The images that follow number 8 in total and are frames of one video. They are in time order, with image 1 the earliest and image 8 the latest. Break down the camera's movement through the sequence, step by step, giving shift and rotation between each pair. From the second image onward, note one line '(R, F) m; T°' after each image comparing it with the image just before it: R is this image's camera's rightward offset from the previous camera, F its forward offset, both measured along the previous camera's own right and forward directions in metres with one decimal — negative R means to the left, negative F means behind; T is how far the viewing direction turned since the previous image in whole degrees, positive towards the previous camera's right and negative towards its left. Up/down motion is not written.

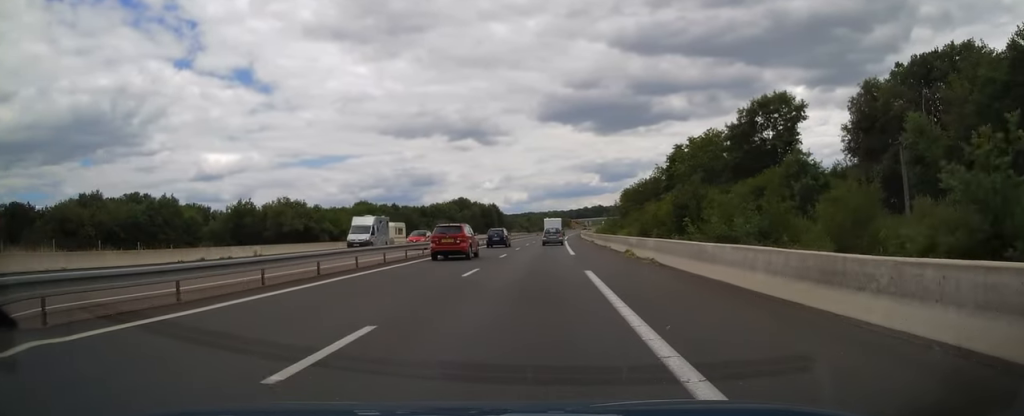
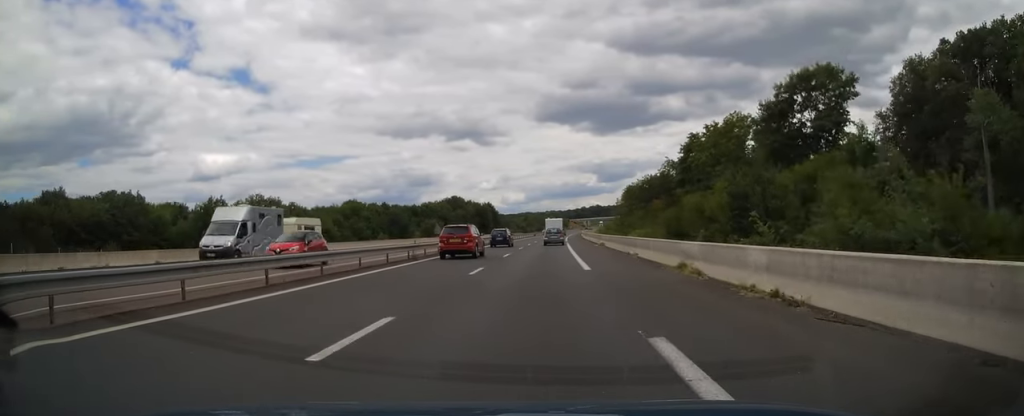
(+0.1, +11.9) m; 0°
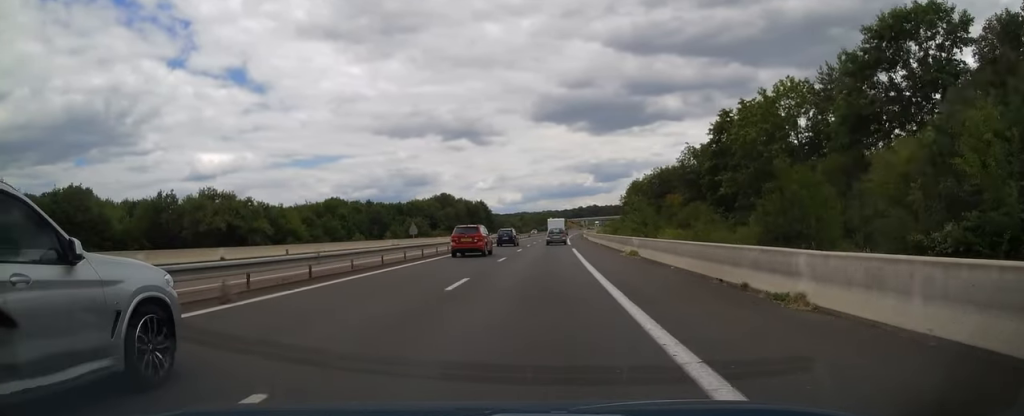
(+0.1, +17.3) m; 0°
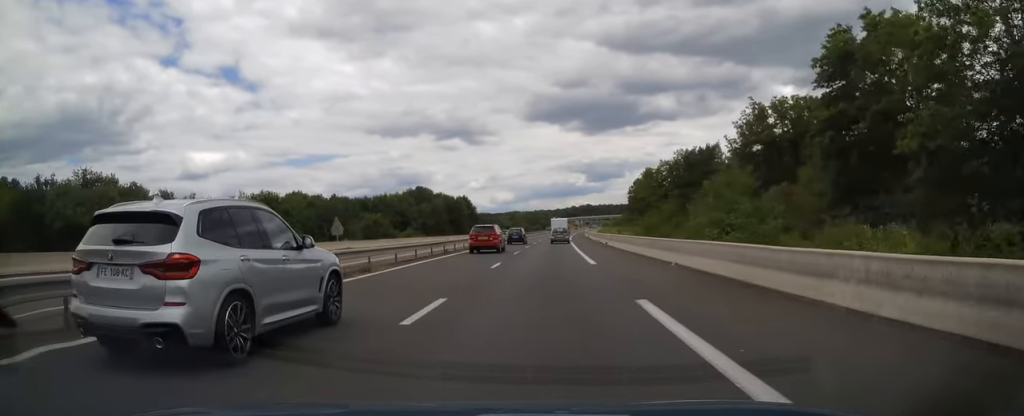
(+0.2, +30.6) m; +1°
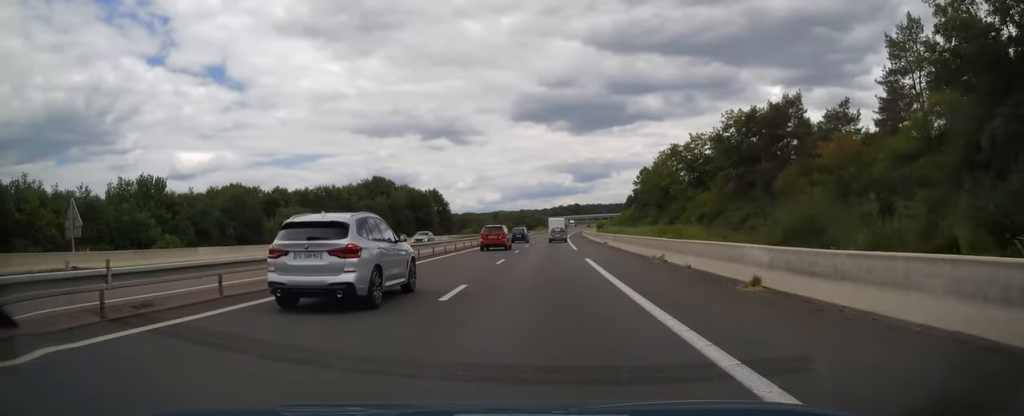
(+0.2, +35.0) m; +1°
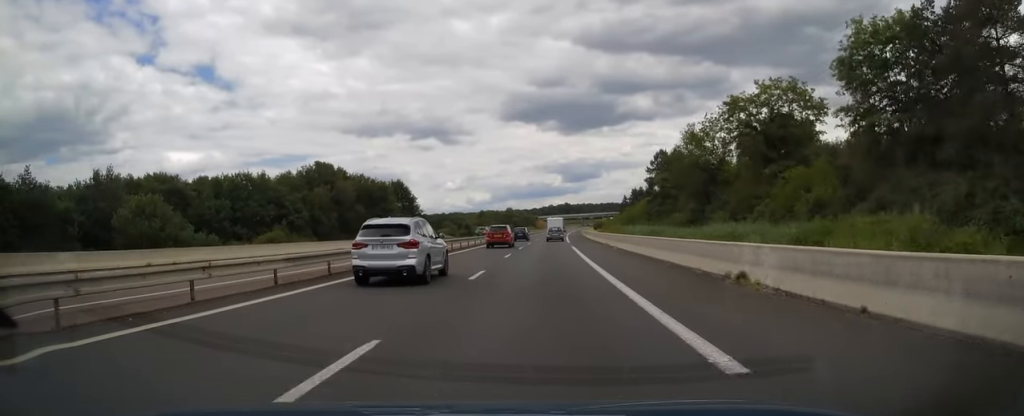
(+0.3, +32.9) m; +1°
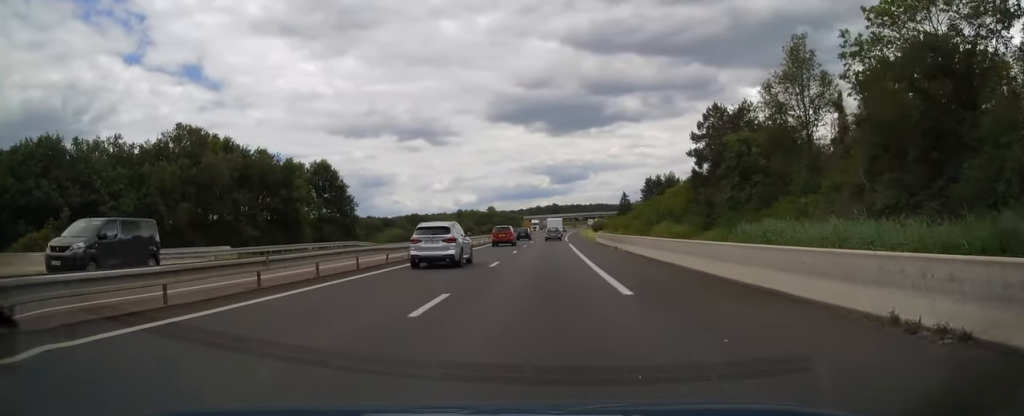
(+0.7, +44.7) m; +2°
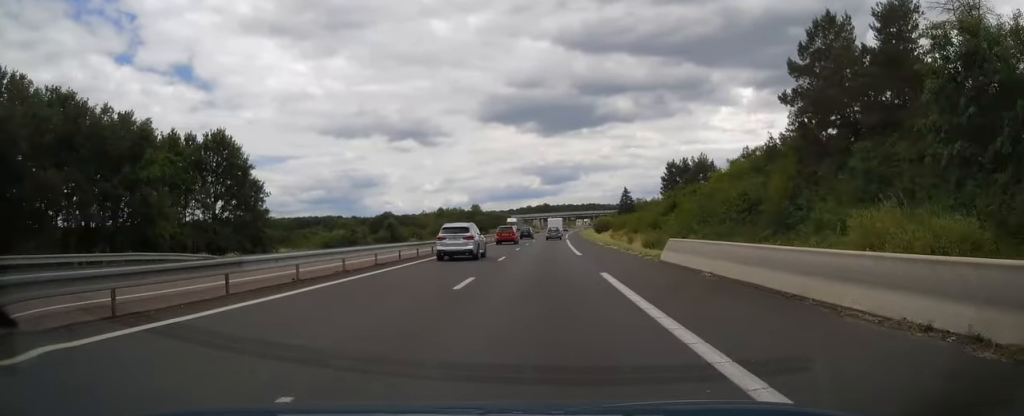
(+0.2, +33.5) m; +1°
